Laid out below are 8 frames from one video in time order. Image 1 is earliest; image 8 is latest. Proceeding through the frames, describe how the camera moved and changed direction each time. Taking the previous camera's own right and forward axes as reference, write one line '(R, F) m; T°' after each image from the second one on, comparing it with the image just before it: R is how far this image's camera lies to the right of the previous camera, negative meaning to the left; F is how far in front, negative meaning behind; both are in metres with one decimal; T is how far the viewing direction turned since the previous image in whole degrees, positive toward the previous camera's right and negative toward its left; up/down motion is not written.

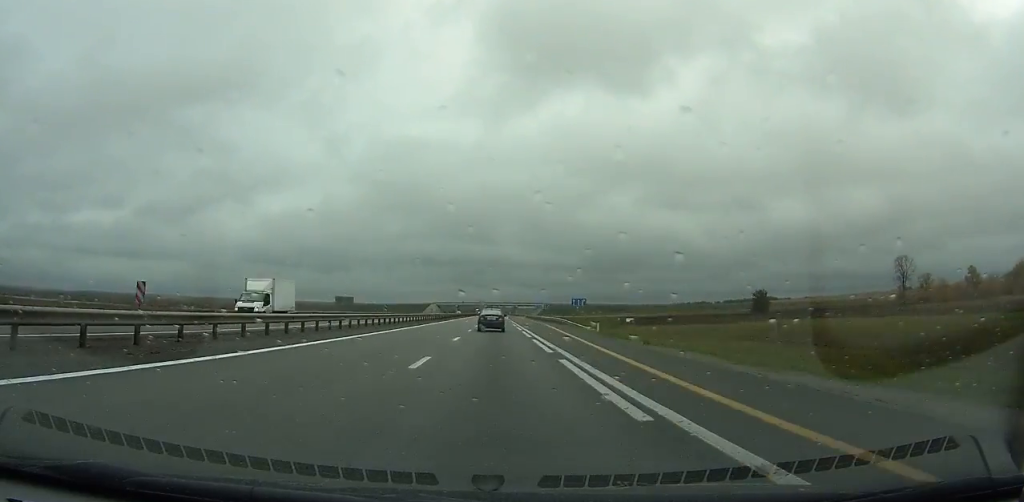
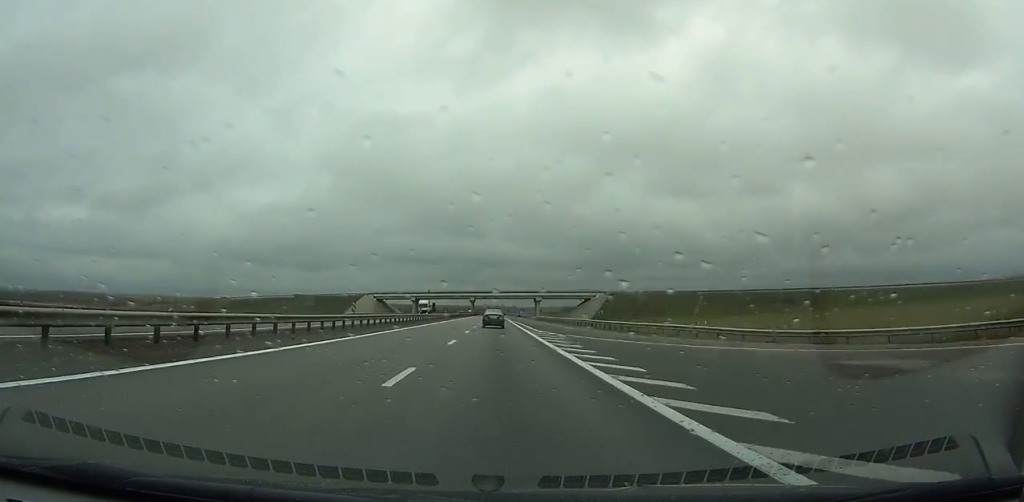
(+0.8, +219.5) m; 0°
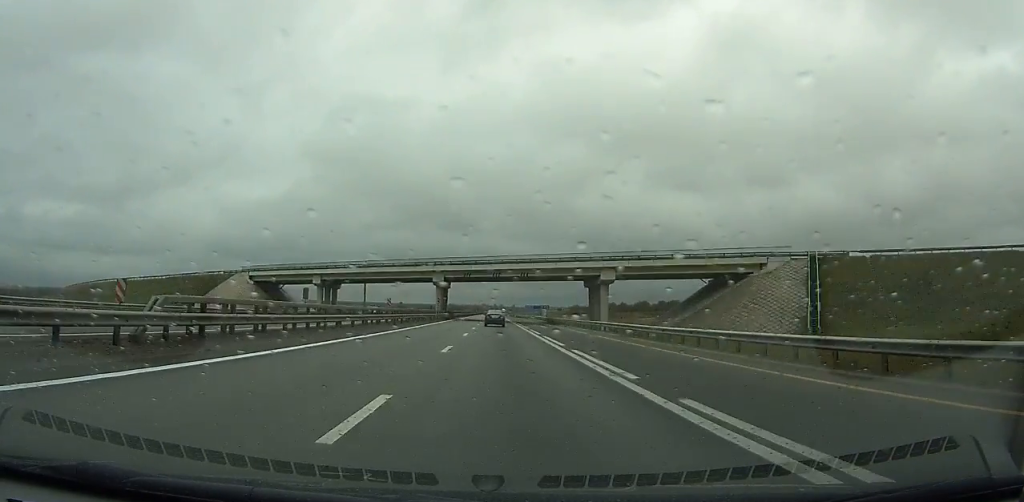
(-0.2, +113.9) m; 0°
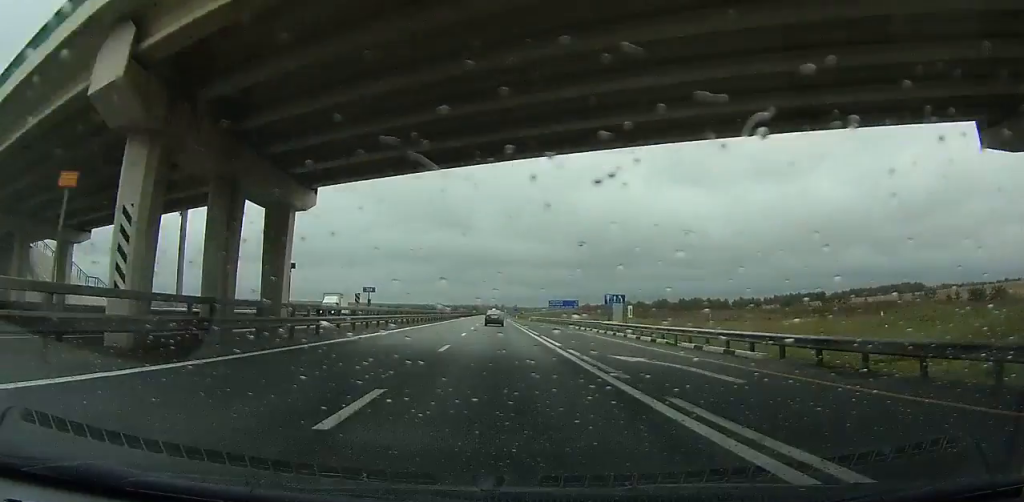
(0.0, +70.2) m; 0°
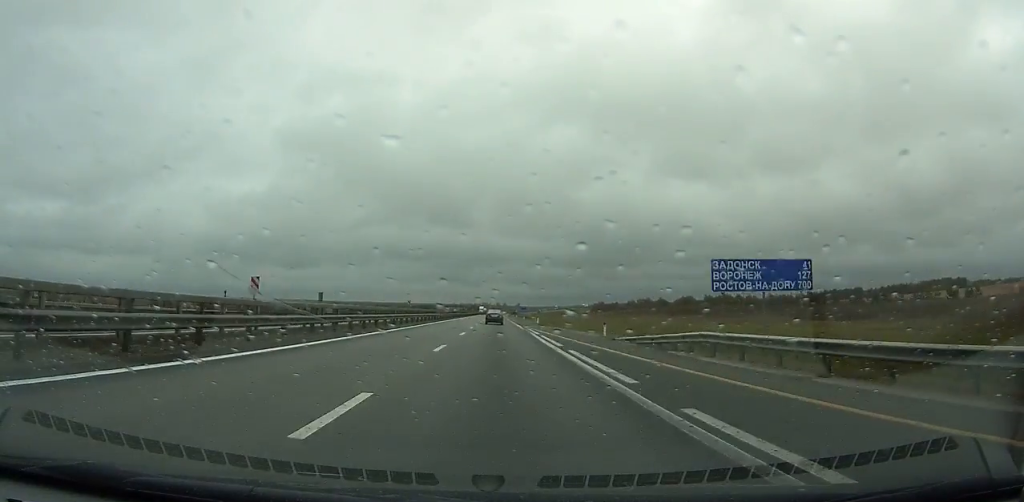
(0.0, +66.8) m; 0°
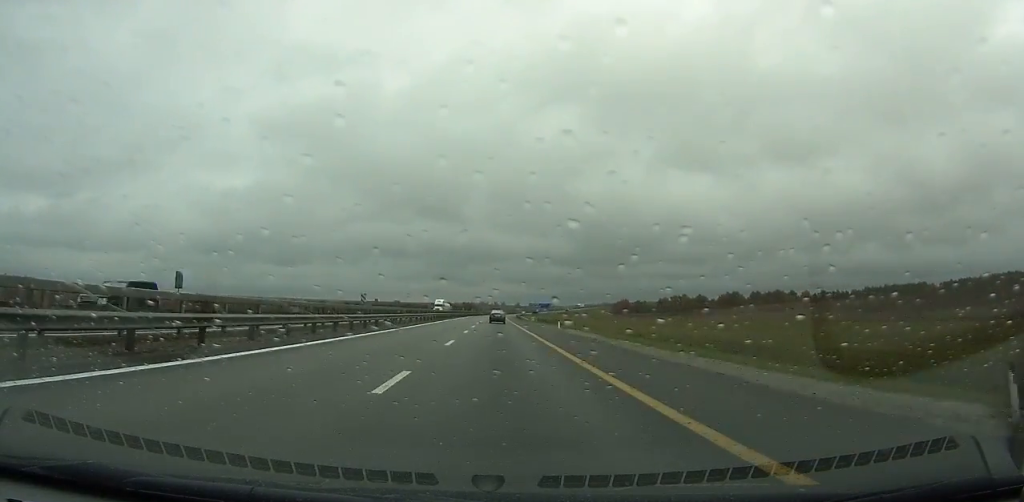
(0.0, +96.4) m; 0°
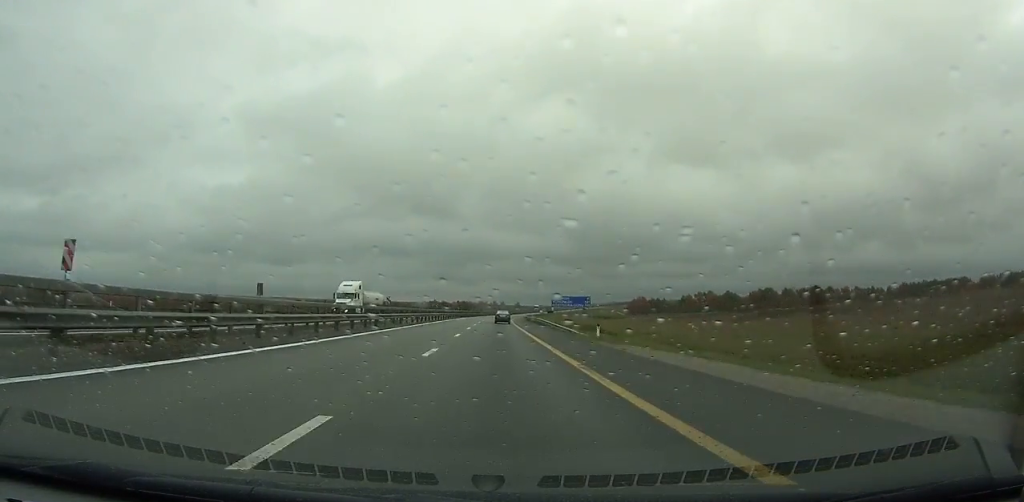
(0.0, +48.9) m; 0°
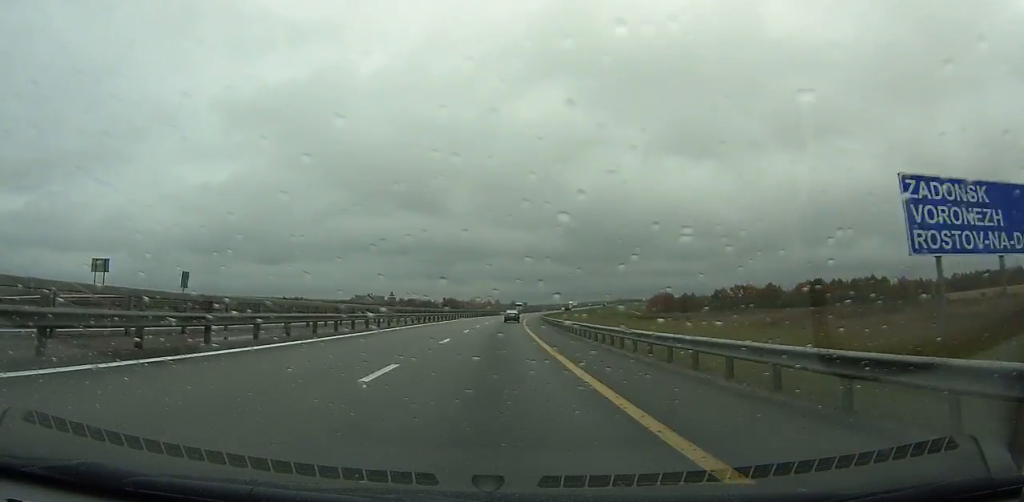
(0.0, +62.2) m; +1°
